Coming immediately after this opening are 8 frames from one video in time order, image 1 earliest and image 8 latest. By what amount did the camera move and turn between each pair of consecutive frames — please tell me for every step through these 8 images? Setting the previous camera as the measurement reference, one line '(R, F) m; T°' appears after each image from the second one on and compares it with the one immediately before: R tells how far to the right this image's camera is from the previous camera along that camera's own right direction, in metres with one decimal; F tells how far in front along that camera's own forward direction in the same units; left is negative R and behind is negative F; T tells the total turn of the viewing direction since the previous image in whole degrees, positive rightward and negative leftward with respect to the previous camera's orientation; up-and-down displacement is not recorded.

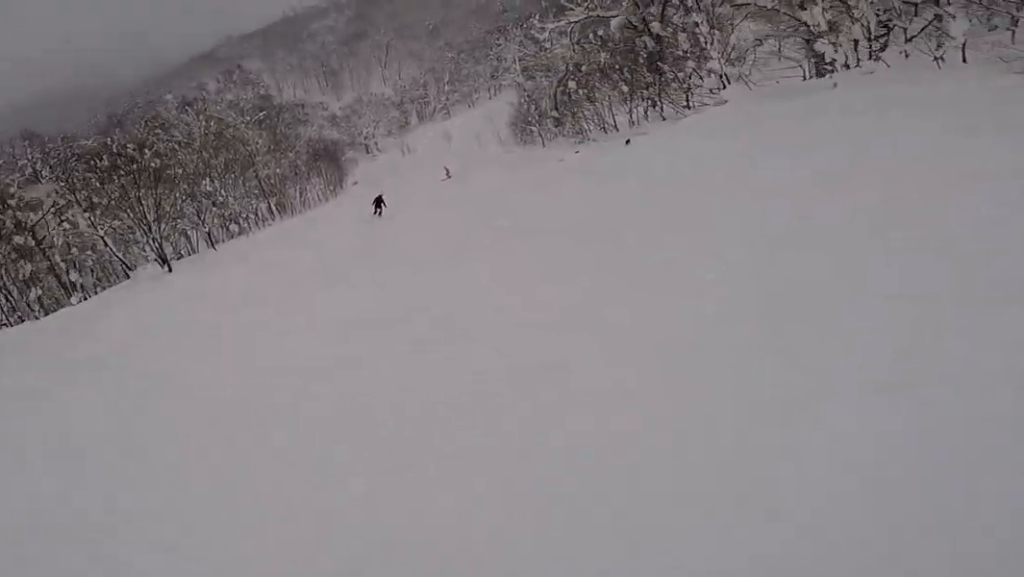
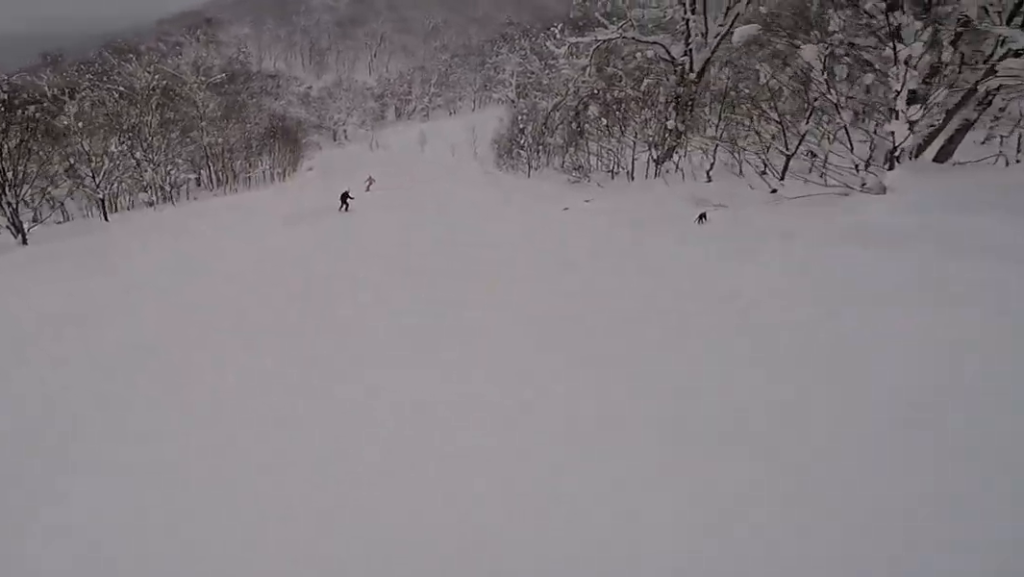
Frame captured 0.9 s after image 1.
(+0.2, +7.2) m; +2°
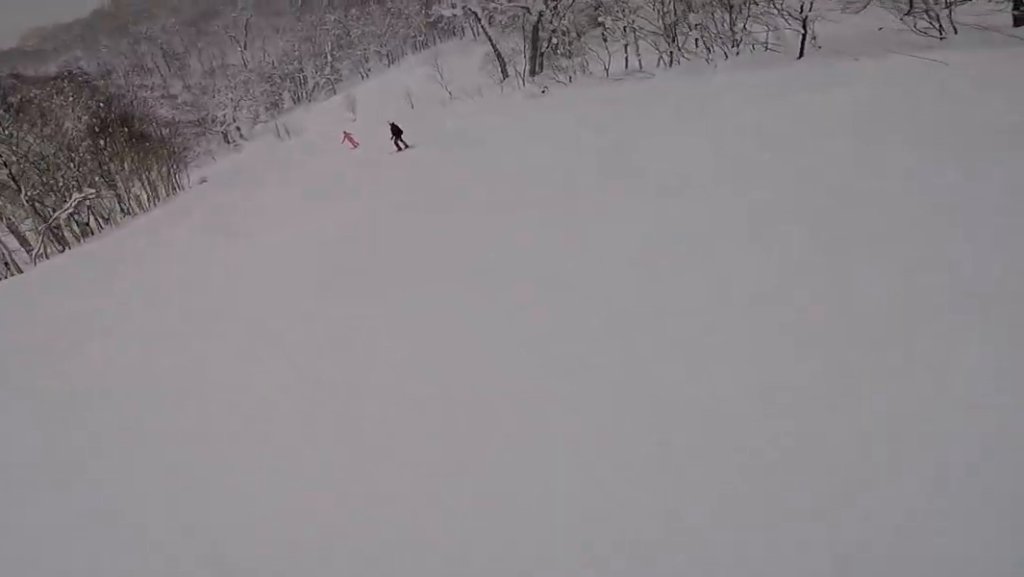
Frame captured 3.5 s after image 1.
(+1.9, +24.0) m; +16°
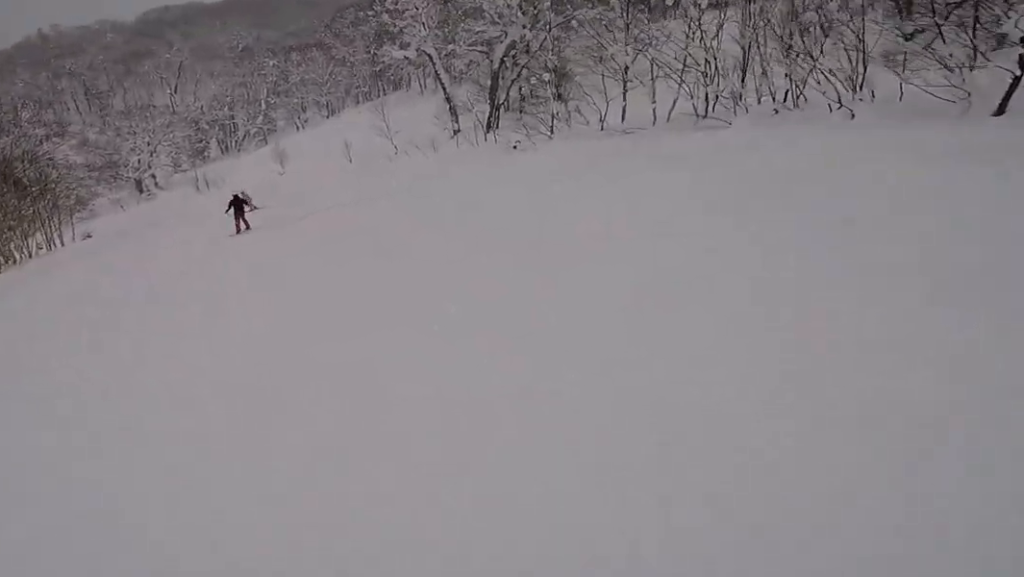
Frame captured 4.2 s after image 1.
(+1.4, +5.9) m; 0°
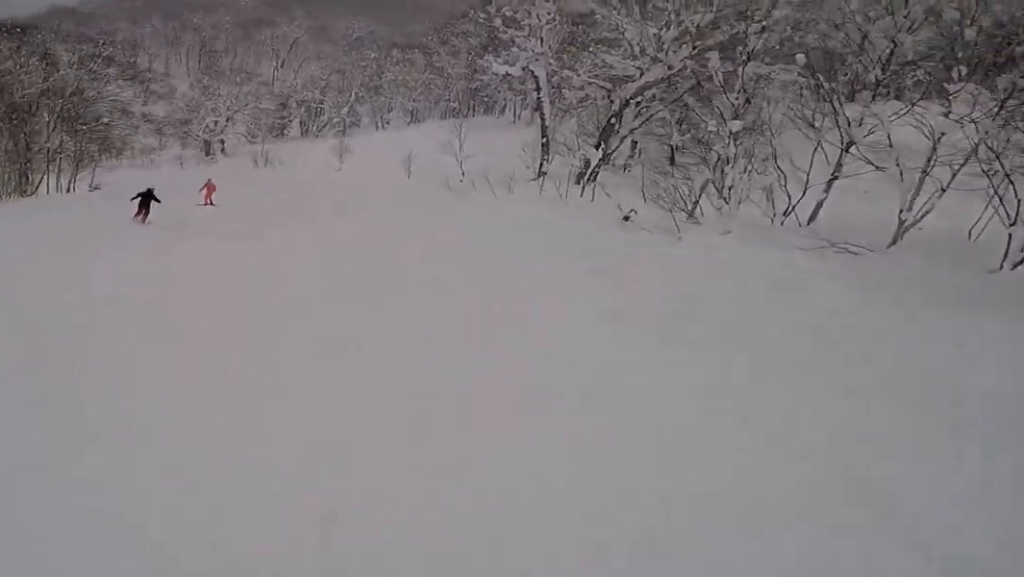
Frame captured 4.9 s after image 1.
(-1.1, +6.5) m; -12°
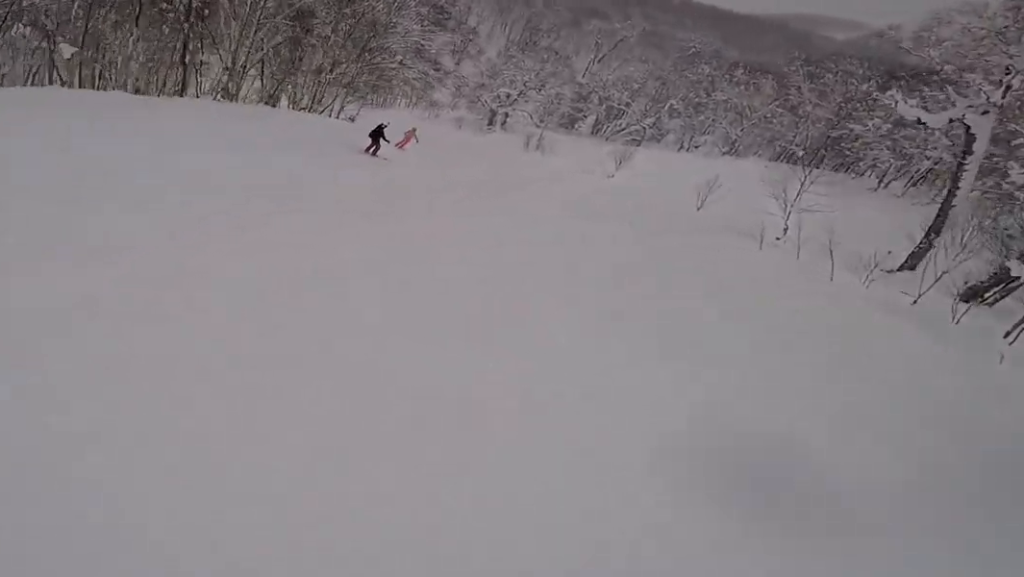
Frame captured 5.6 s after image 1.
(-0.7, +6.1) m; -9°
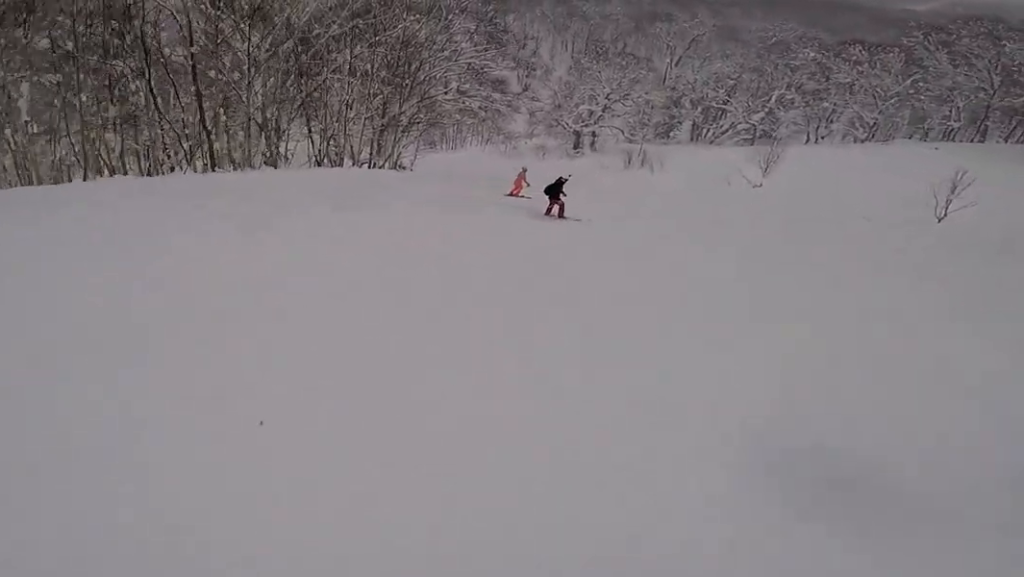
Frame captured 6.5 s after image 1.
(-0.5, +7.8) m; 0°
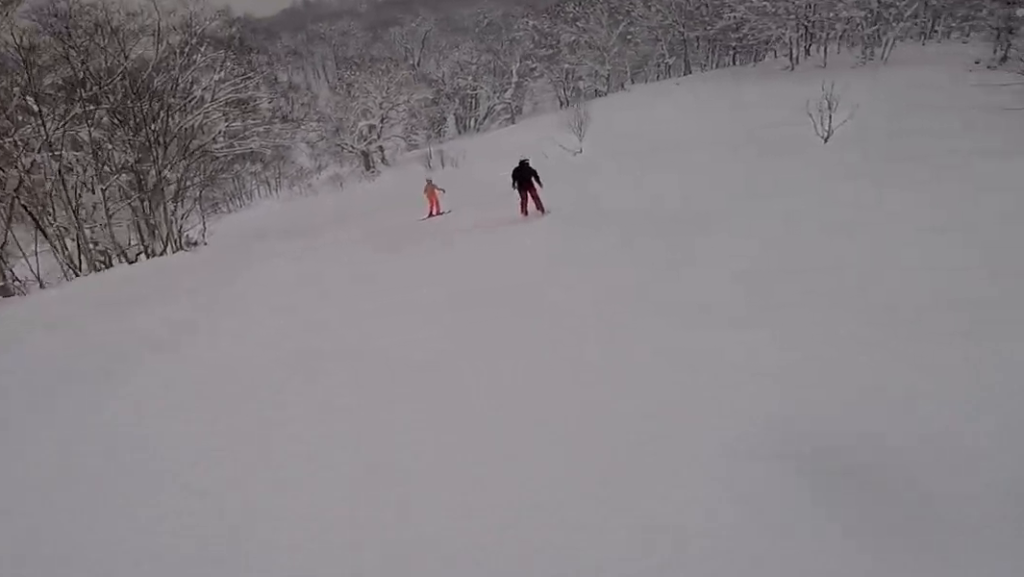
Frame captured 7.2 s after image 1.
(0.0, +5.6) m; +9°
